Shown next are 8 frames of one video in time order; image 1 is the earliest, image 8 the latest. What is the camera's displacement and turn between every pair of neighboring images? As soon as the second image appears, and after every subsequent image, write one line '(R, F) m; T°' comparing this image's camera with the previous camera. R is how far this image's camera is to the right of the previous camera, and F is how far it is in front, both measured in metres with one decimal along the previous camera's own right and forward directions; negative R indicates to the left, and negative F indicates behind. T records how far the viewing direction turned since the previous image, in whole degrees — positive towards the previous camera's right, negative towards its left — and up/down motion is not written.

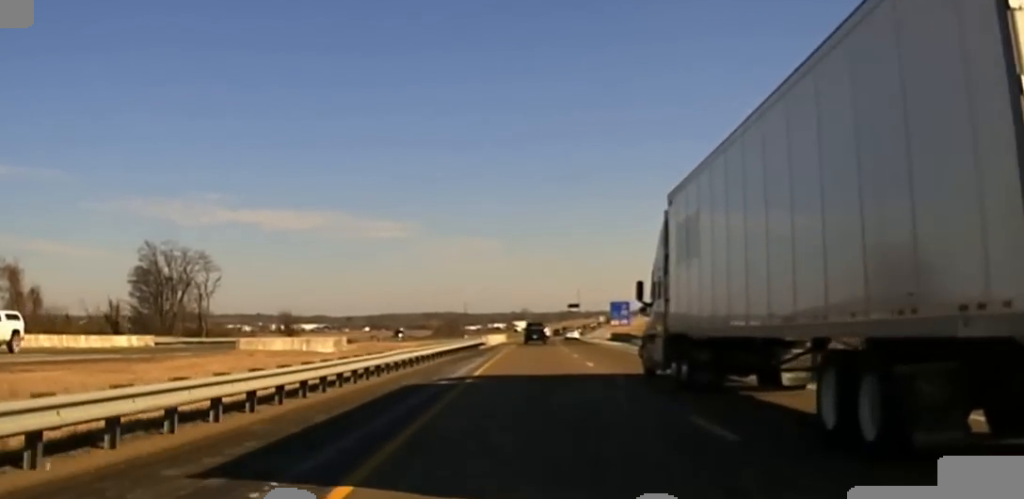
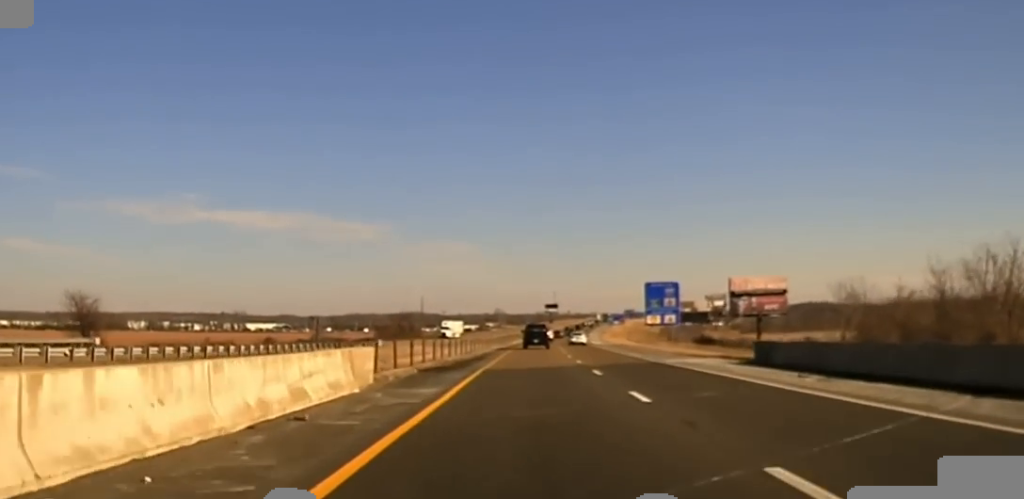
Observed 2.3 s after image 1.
(+1.3, +83.5) m; +2°
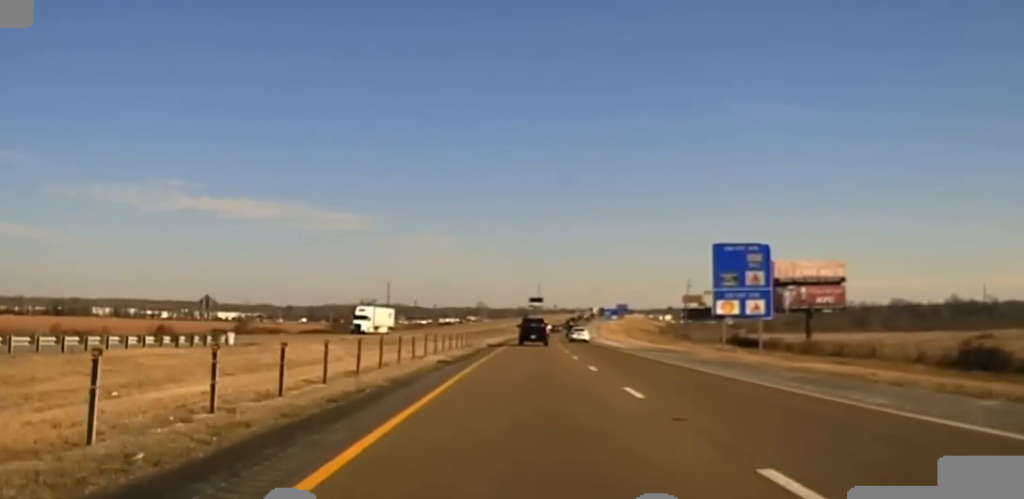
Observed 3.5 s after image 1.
(+0.1, +51.1) m; 0°
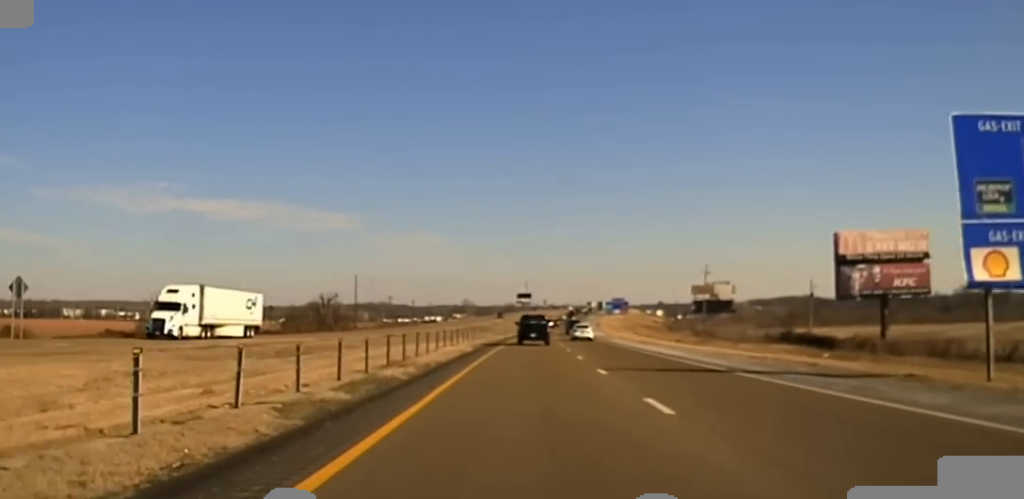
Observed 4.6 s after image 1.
(+0.3, +45.2) m; +1°
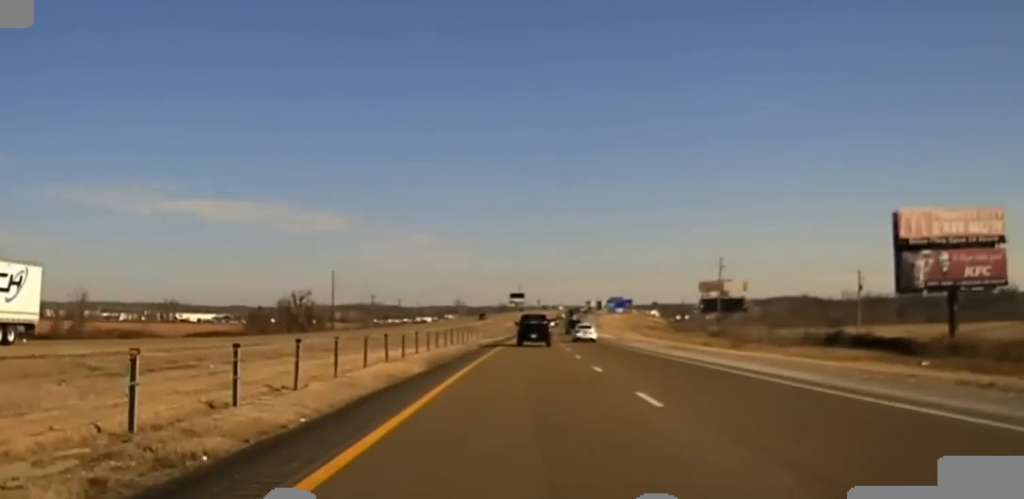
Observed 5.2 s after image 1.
(+0.2, +26.1) m; 0°
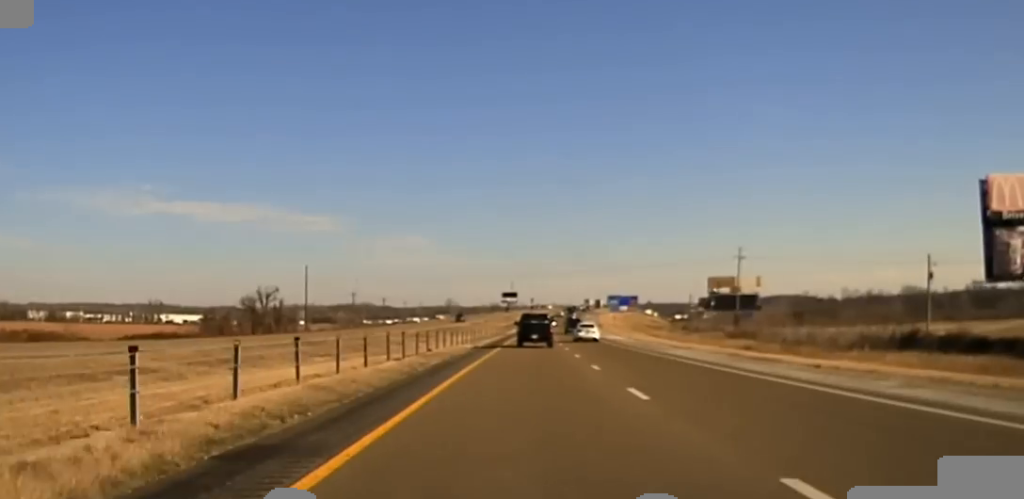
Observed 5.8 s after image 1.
(0.0, +21.6) m; 0°
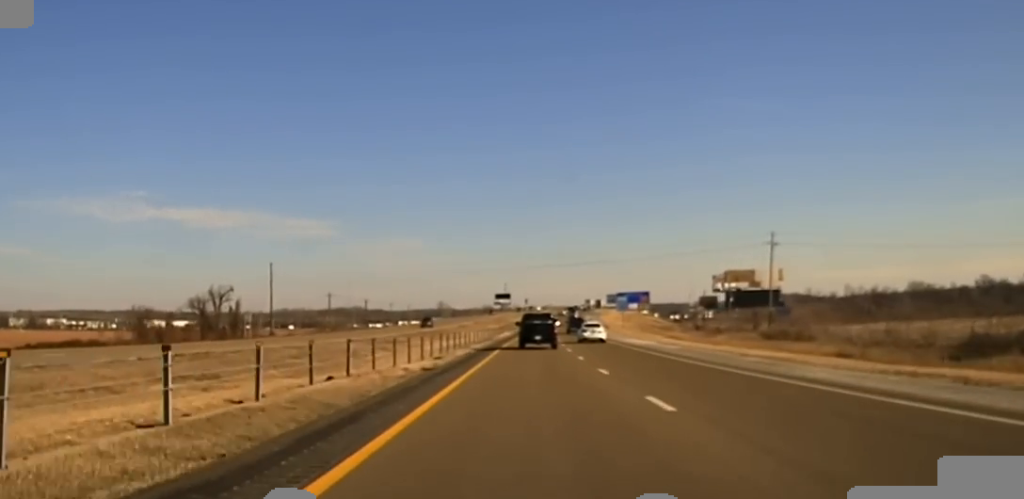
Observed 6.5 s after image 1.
(0.0, +25.5) m; 0°
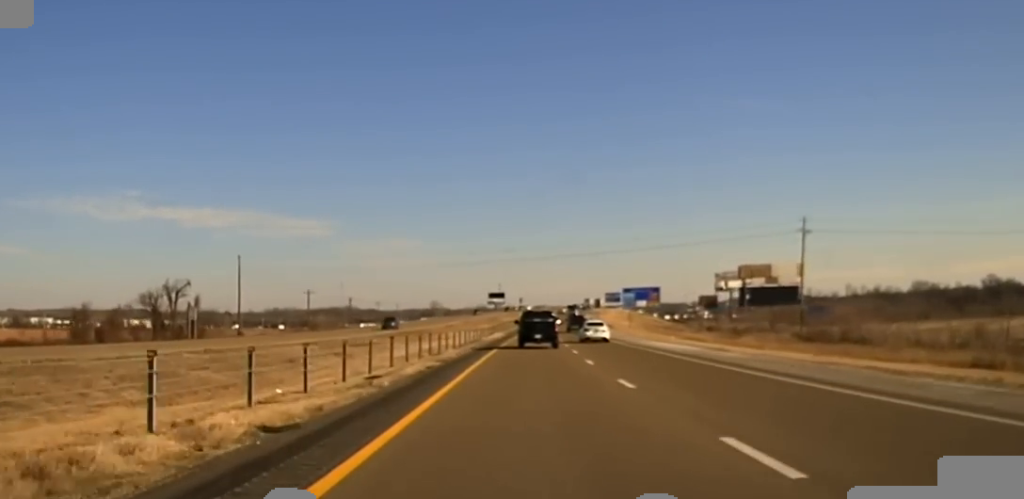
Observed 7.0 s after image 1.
(0.0, +19.6) m; 0°
